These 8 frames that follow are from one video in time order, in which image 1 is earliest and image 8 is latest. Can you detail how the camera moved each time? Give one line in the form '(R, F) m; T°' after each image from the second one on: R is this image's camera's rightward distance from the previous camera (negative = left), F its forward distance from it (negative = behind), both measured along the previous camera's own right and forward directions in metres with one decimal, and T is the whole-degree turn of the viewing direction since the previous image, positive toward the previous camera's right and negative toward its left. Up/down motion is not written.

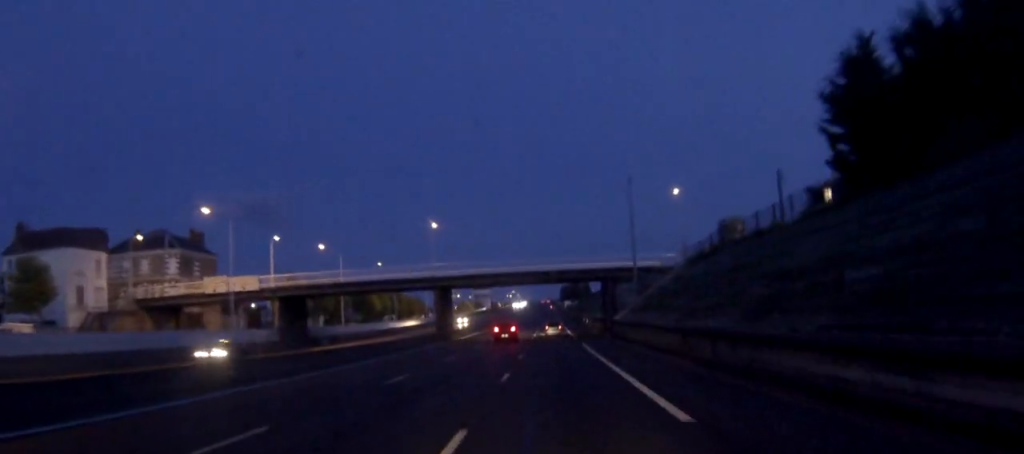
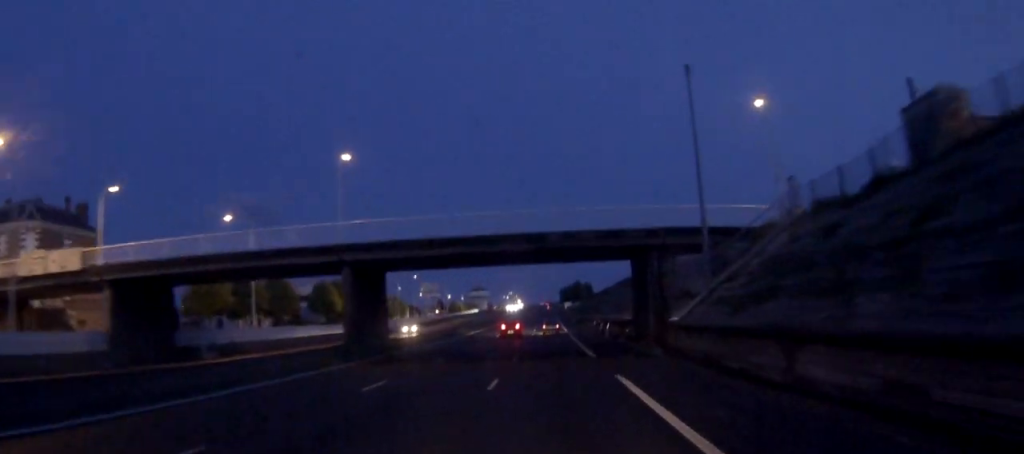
(+0.1, +28.3) m; 0°
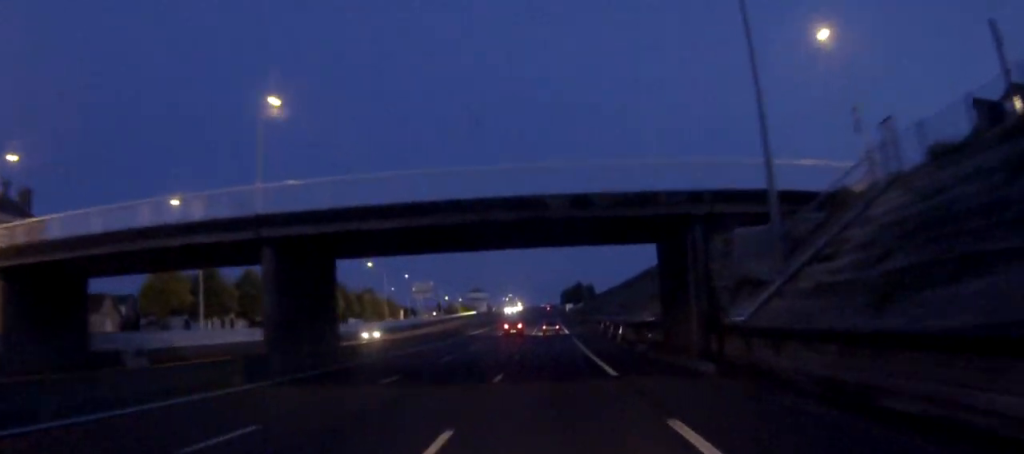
(0.0, +10.6) m; 0°
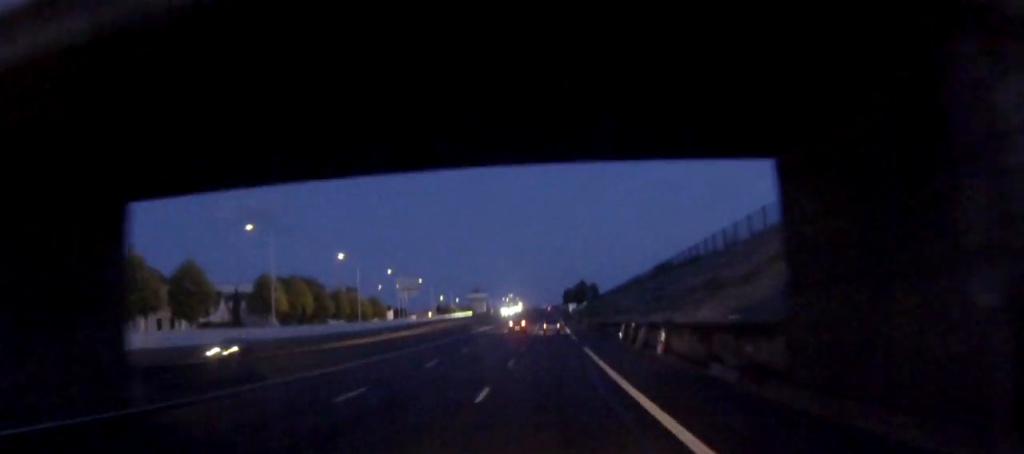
(-0.1, +17.9) m; 0°
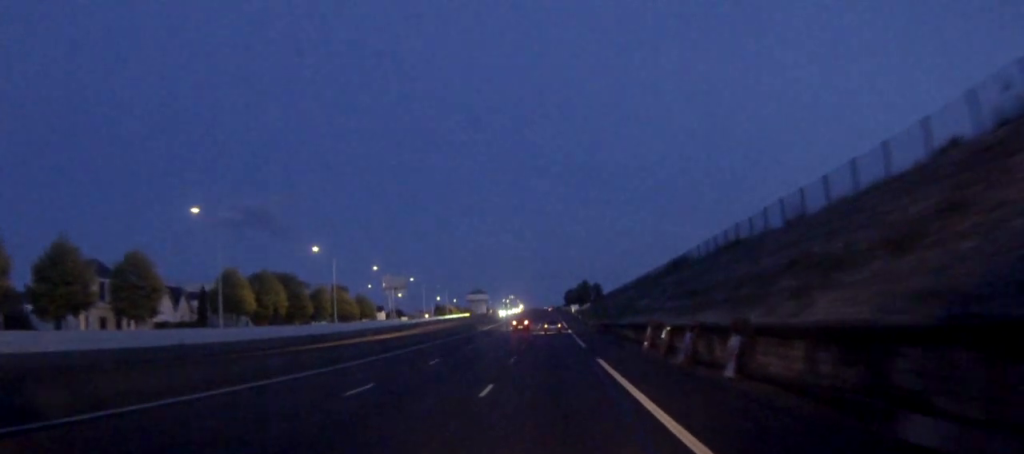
(0.0, +12.2) m; 0°
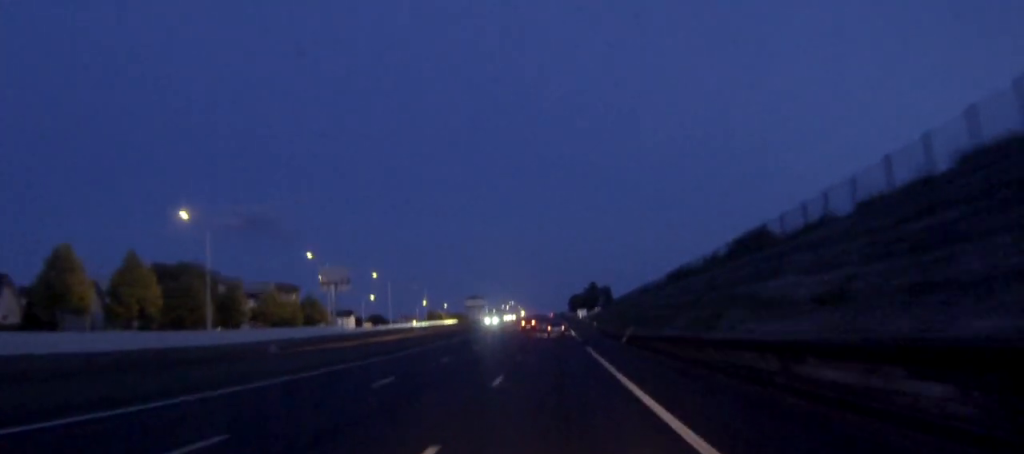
(0.0, +35.9) m; 0°
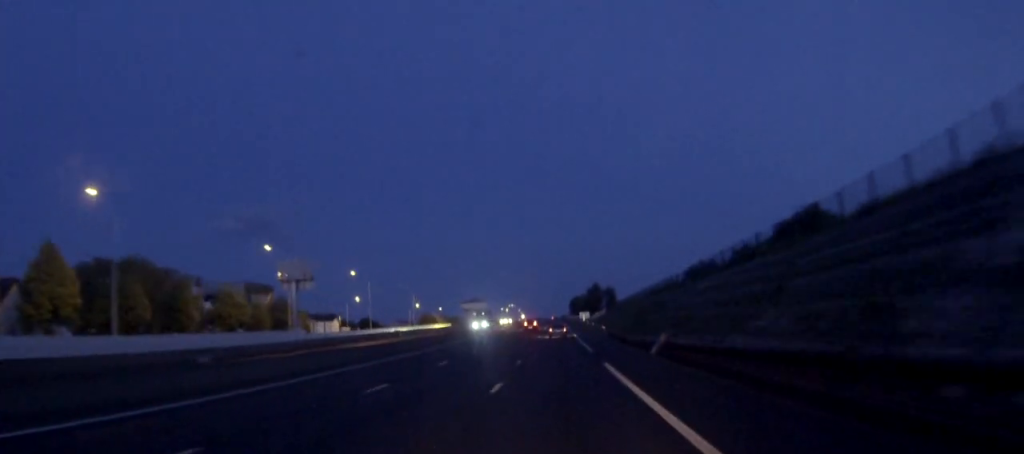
(0.0, +13.9) m; 0°
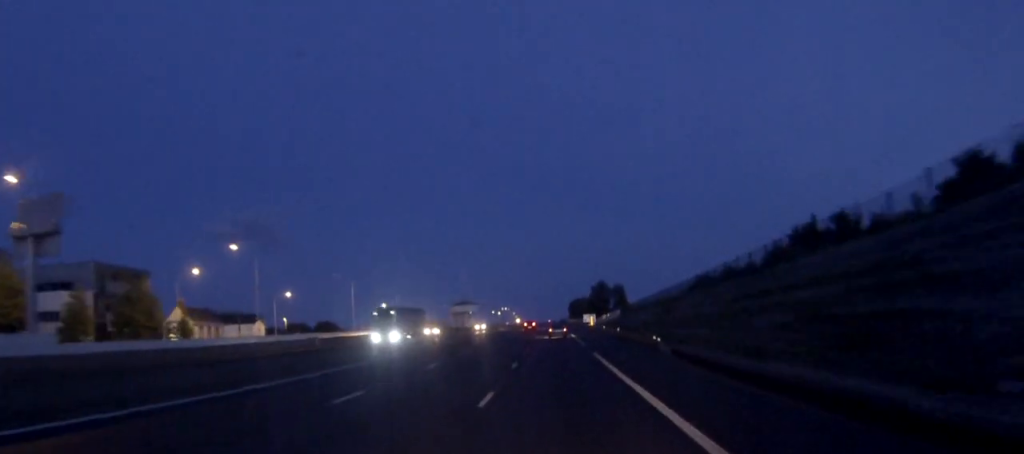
(+0.3, +41.9) m; +1°
